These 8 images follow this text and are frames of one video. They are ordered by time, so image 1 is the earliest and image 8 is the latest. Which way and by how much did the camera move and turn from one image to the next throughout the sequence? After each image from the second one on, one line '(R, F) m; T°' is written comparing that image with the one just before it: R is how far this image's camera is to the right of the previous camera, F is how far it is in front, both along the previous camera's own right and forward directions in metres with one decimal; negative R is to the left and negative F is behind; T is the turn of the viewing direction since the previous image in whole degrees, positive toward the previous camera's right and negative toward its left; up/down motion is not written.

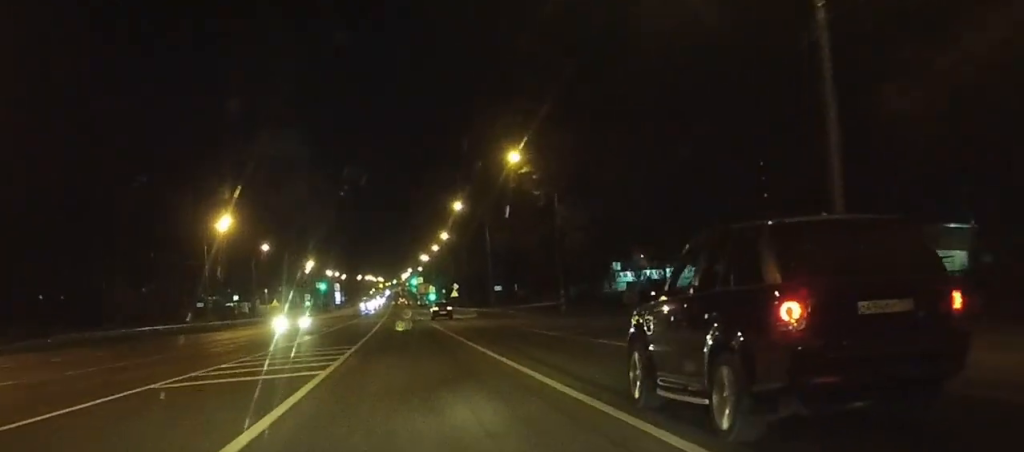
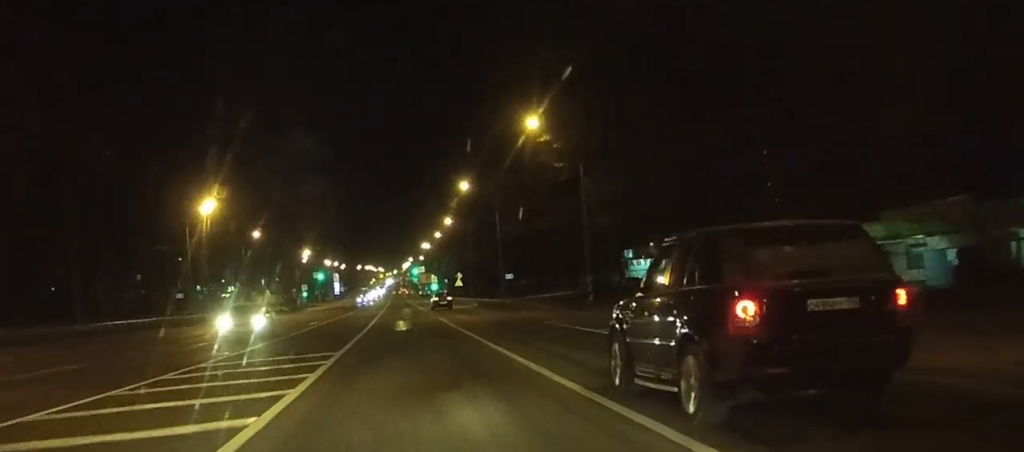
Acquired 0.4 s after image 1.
(0.0, +8.2) m; 0°
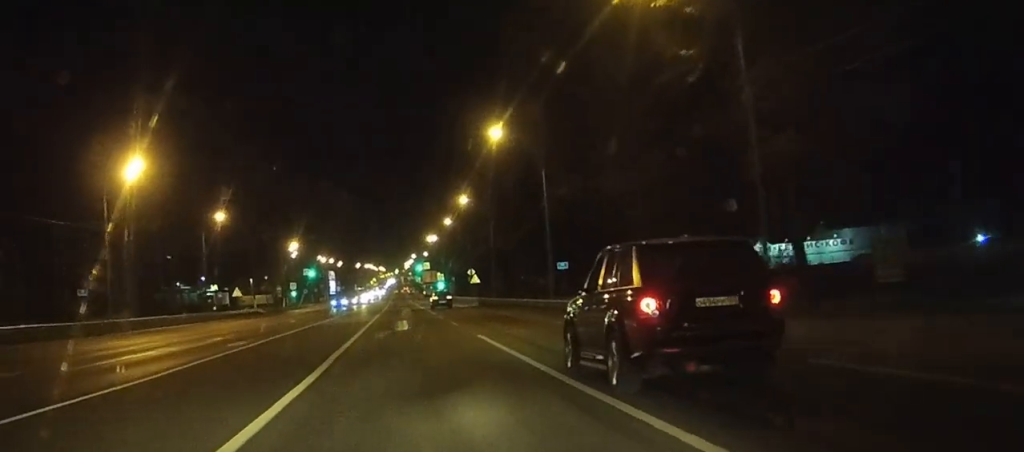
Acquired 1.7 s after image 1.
(-0.1, +24.3) m; 0°
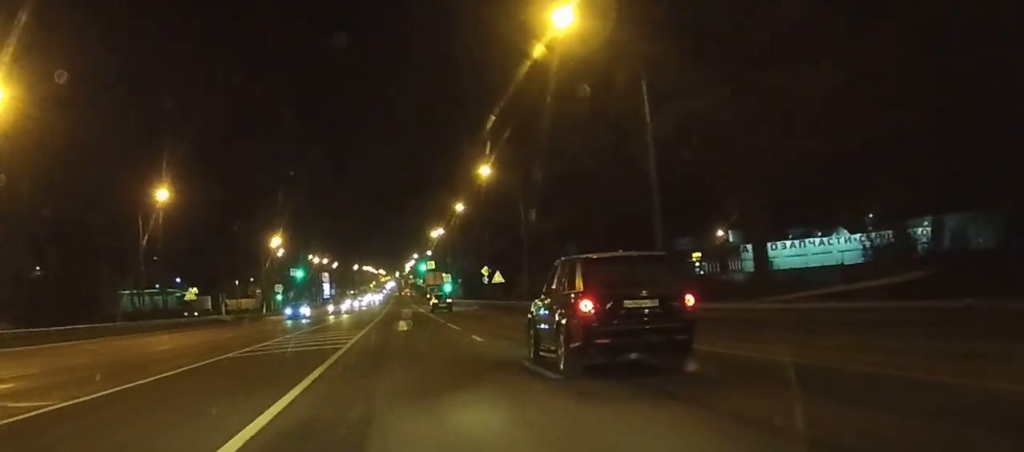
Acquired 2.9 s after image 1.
(0.0, +22.3) m; 0°
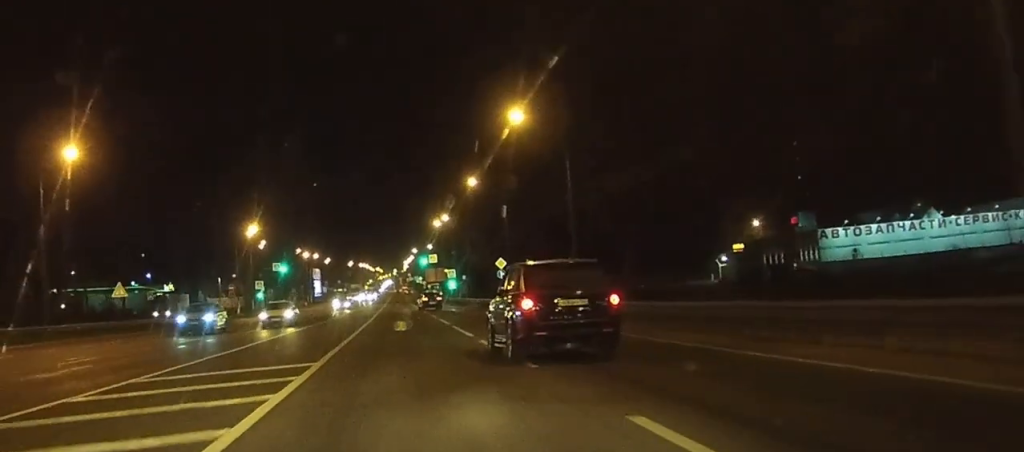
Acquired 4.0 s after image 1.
(0.0, +19.1) m; 0°
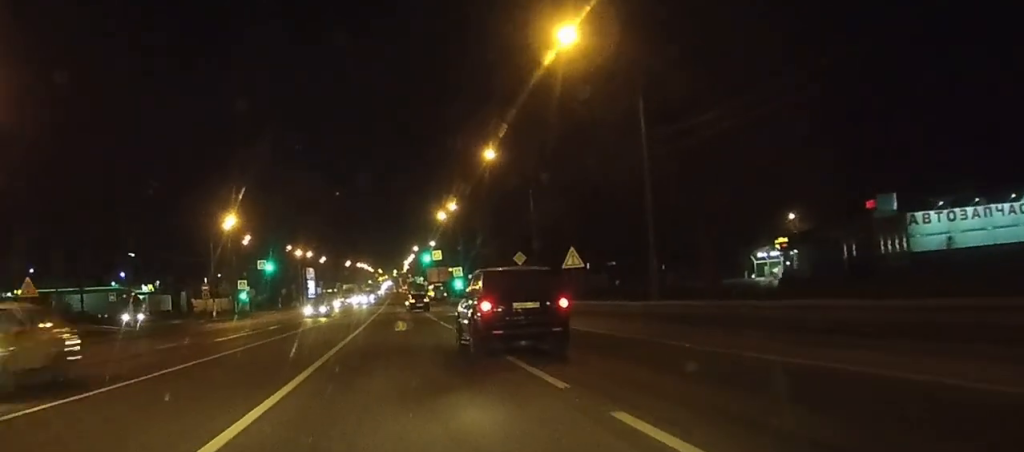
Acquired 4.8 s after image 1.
(0.0, +14.7) m; 0°
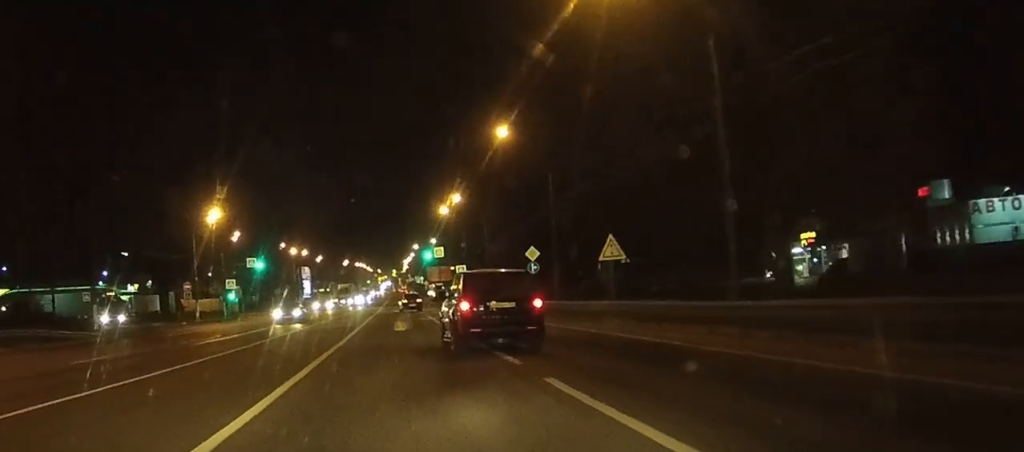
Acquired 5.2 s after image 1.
(0.0, +8.0) m; 0°
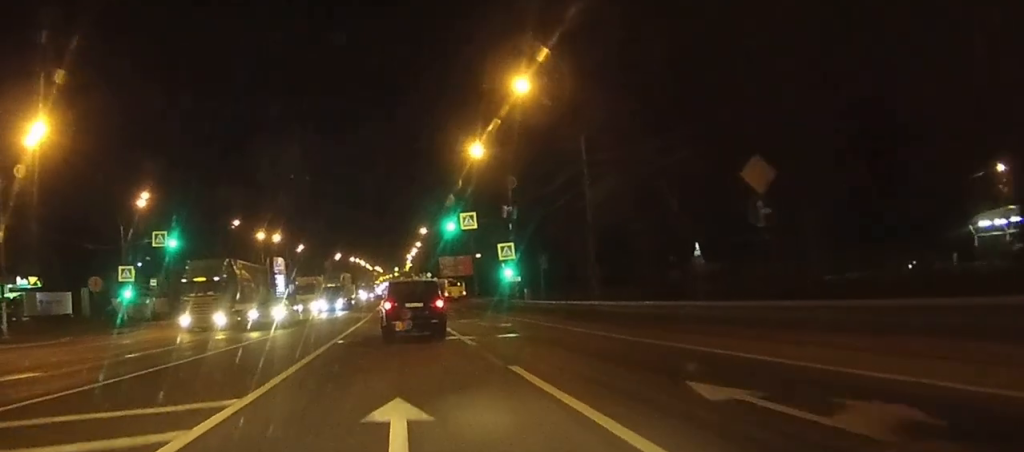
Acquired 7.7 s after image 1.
(0.0, +45.7) m; 0°
